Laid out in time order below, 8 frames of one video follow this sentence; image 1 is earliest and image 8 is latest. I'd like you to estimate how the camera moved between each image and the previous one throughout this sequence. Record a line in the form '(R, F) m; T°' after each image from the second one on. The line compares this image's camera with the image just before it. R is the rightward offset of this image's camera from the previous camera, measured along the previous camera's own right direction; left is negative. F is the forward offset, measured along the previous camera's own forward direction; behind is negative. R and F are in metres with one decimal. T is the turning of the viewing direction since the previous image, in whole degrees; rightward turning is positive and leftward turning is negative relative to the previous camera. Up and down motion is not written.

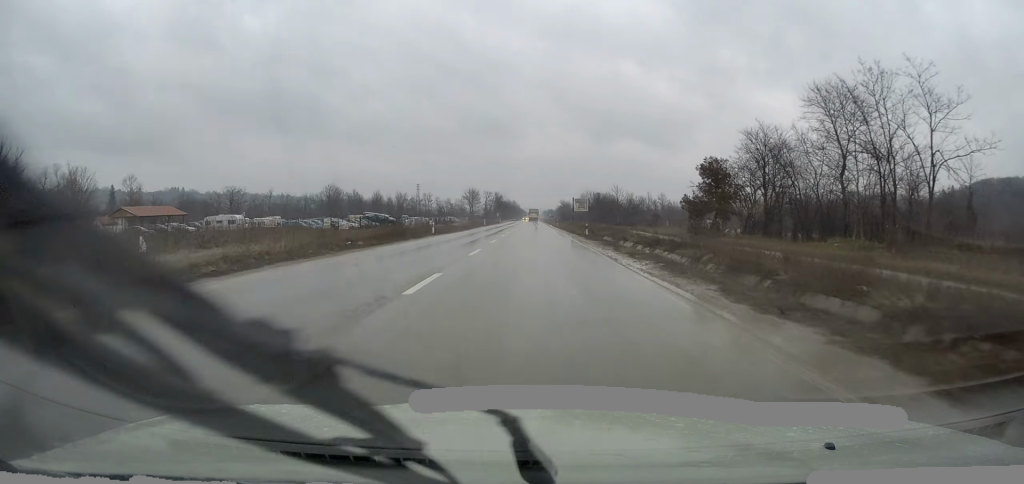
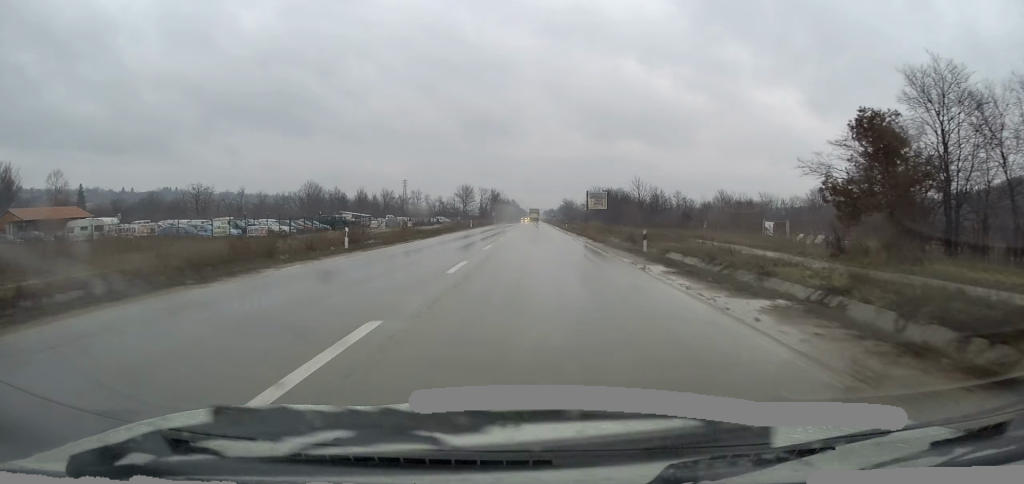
(+0.1, +22.8) m; 0°
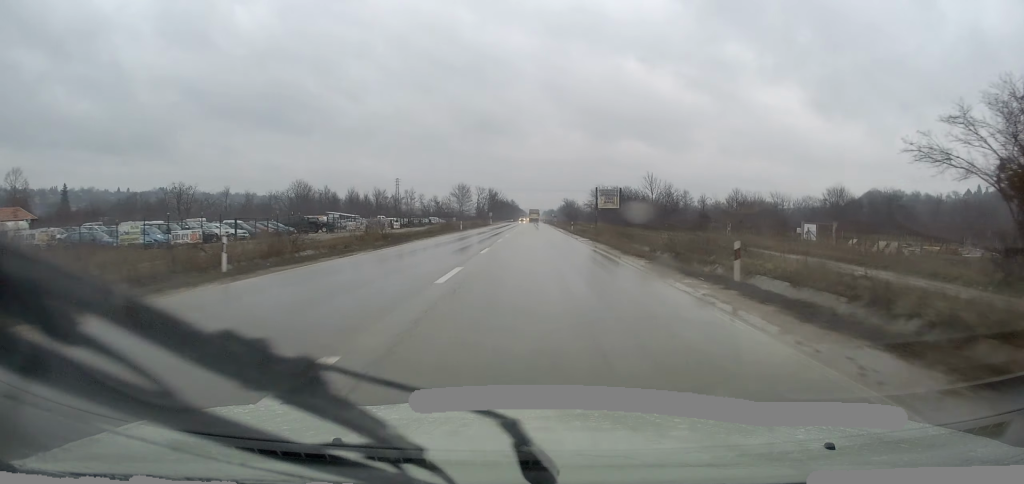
(+0.2, +10.3) m; 0°
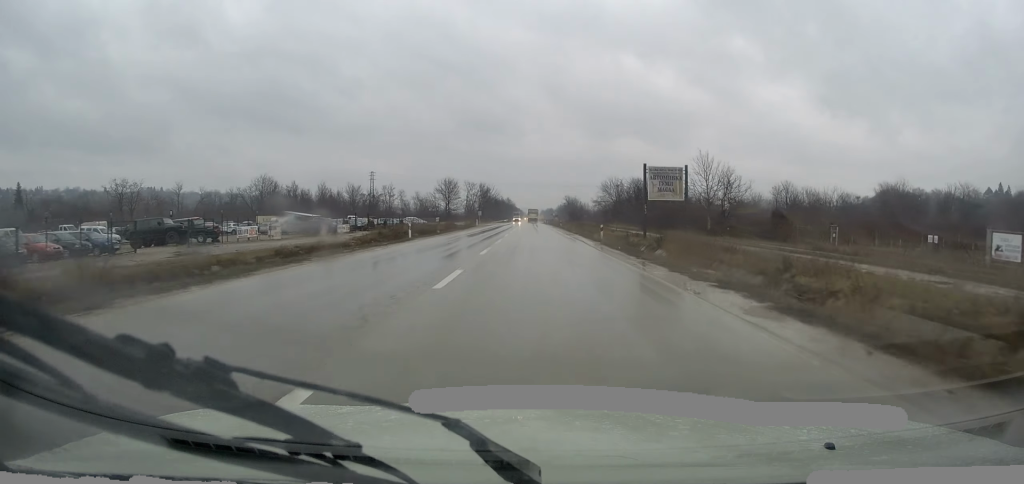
(-0.4, +26.8) m; 0°
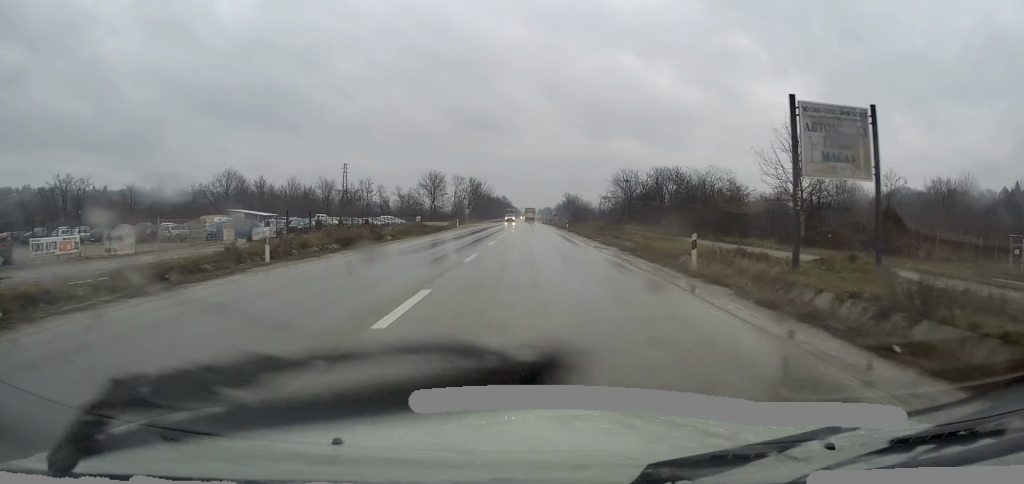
(+0.2, +20.6) m; +1°
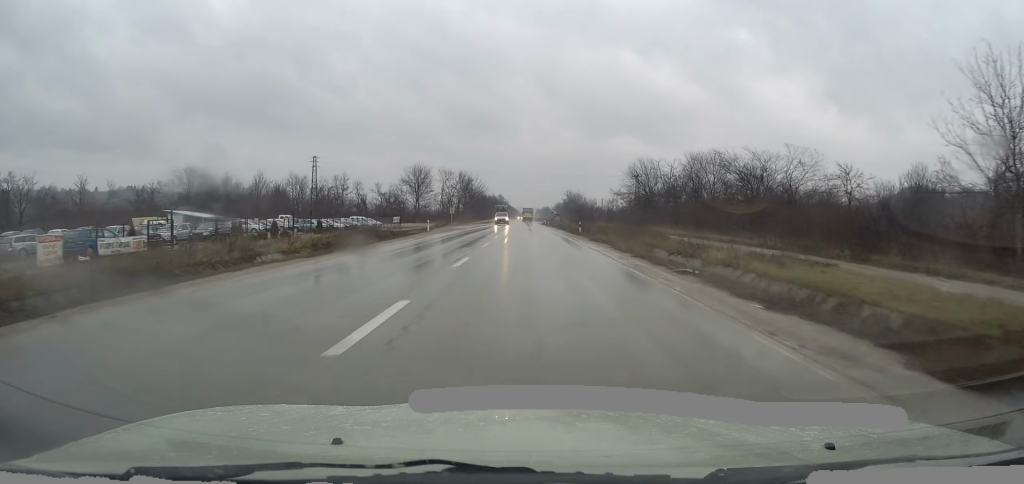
(0.0, +18.5) m; 0°
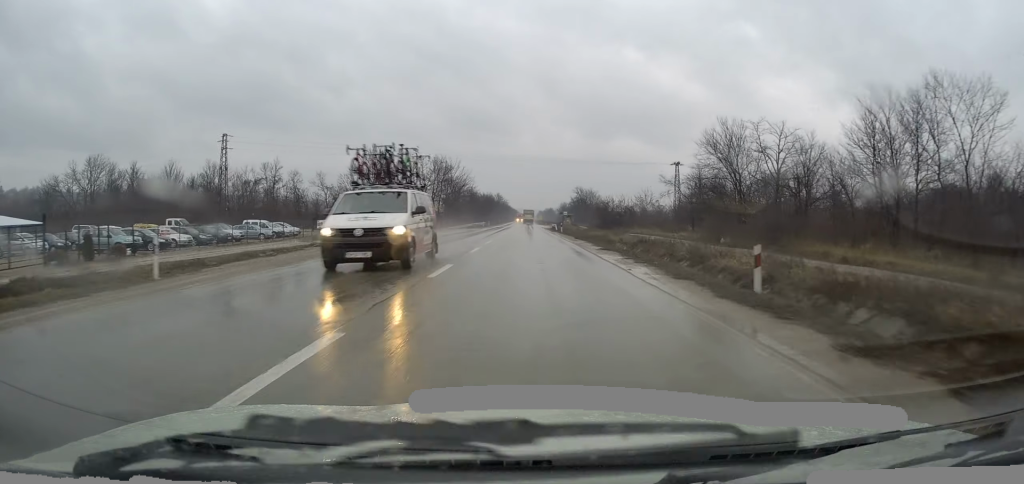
(0.0, +36.8) m; 0°
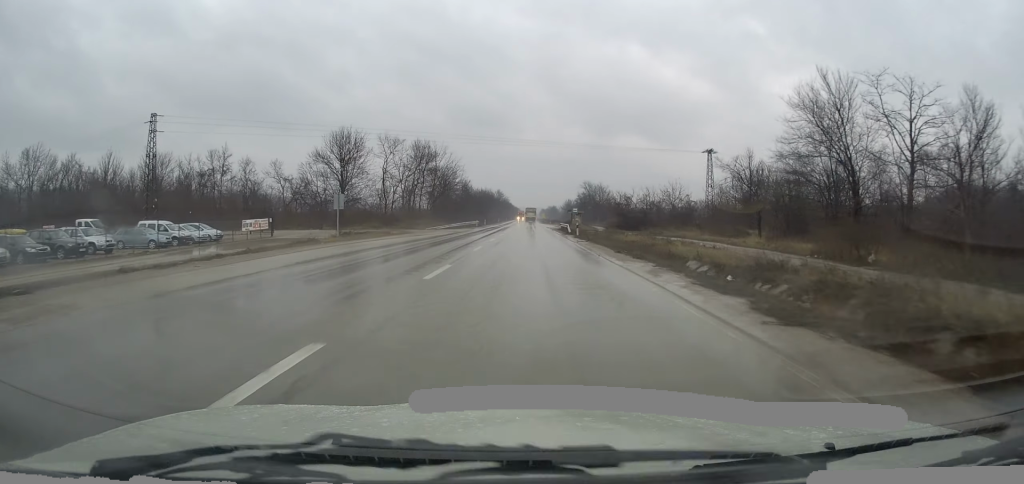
(-0.1, +17.6) m; 0°
